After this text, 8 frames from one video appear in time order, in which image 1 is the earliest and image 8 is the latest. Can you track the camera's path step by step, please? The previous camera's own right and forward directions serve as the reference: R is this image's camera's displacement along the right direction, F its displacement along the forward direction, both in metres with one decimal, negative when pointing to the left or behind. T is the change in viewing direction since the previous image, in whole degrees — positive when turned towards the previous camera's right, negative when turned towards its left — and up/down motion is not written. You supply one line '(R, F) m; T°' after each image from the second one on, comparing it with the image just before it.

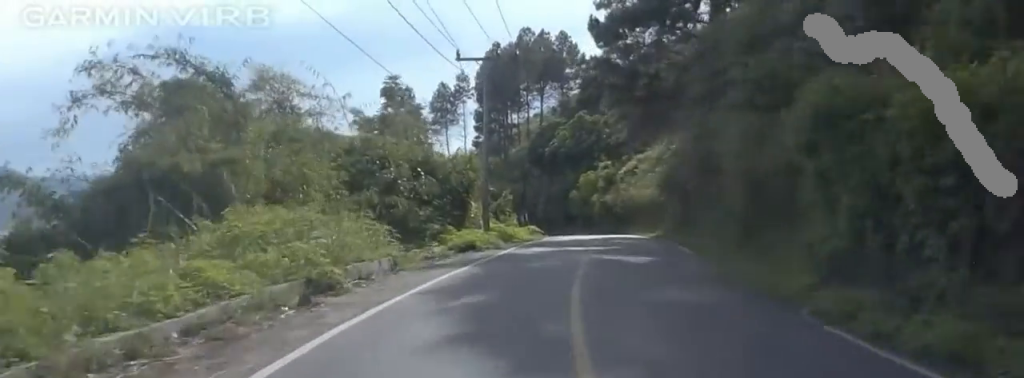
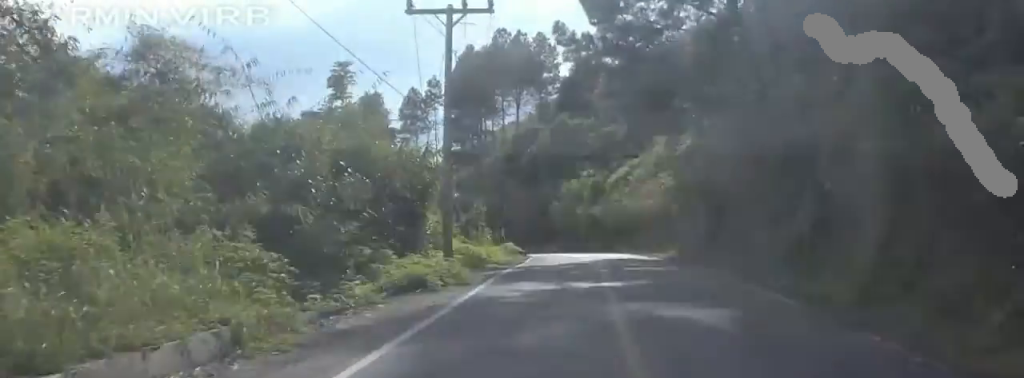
(+0.3, +10.0) m; +4°
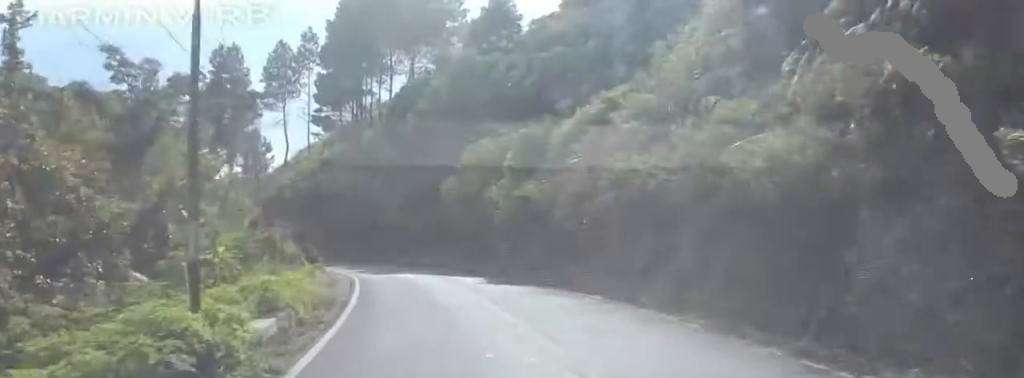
(-0.4, +36.5) m; -5°
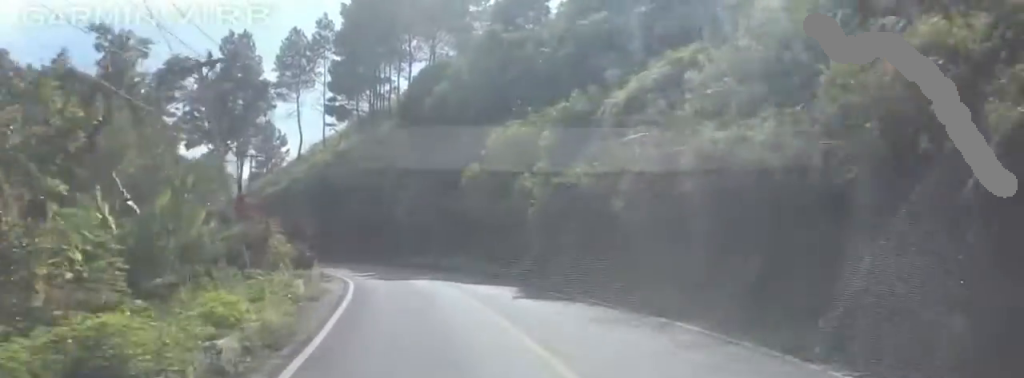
(0.0, +7.4) m; 0°
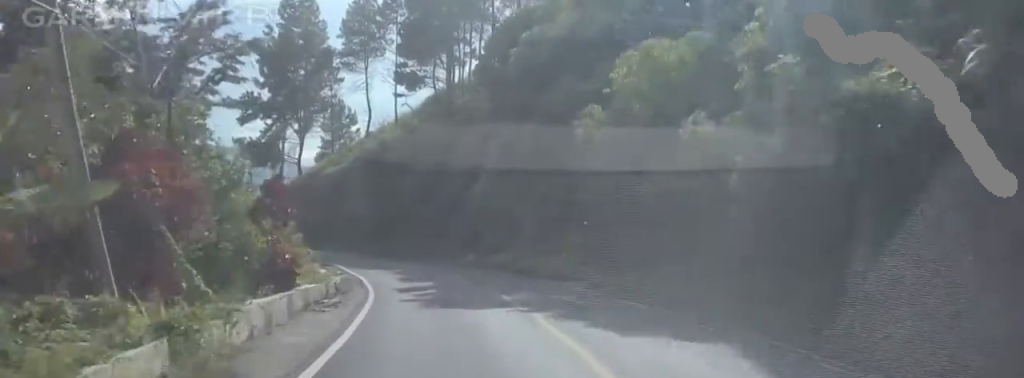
(0.0, +15.9) m; -3°
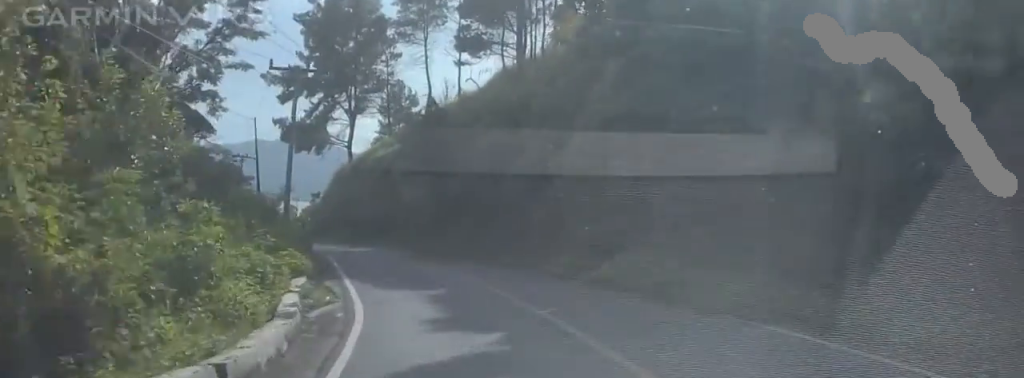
(-0.7, +14.2) m; -5°
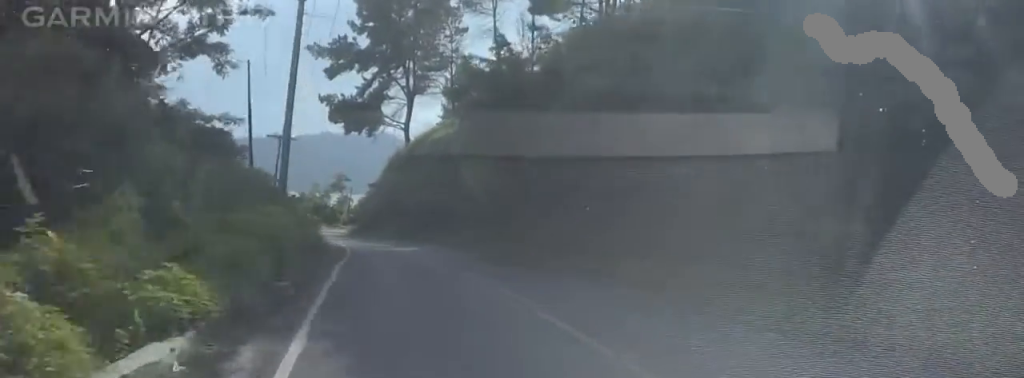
(-0.6, +12.4) m; -5°
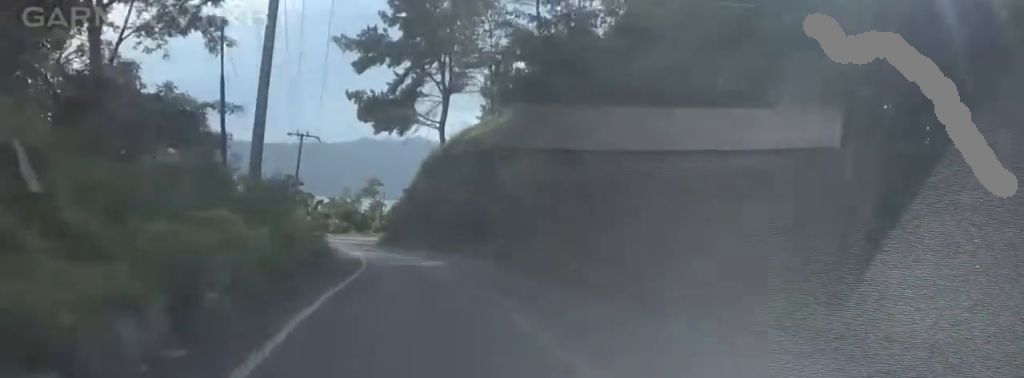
(+0.2, +7.1) m; -3°
